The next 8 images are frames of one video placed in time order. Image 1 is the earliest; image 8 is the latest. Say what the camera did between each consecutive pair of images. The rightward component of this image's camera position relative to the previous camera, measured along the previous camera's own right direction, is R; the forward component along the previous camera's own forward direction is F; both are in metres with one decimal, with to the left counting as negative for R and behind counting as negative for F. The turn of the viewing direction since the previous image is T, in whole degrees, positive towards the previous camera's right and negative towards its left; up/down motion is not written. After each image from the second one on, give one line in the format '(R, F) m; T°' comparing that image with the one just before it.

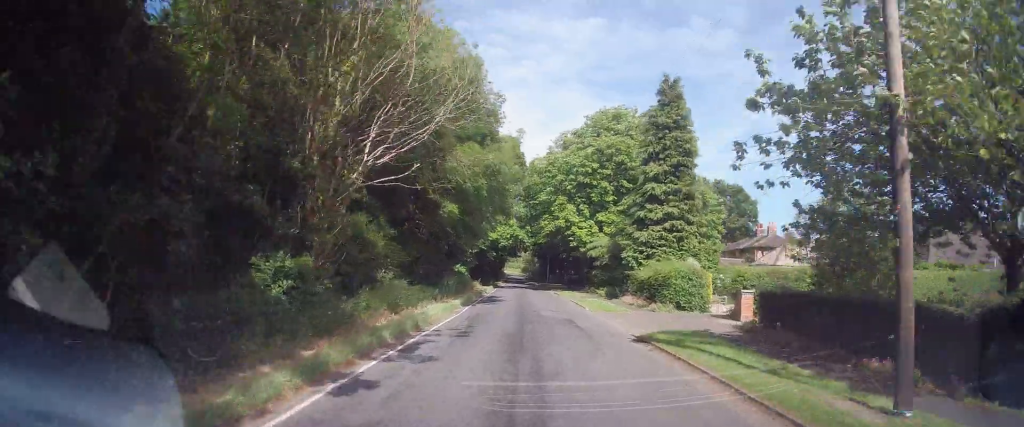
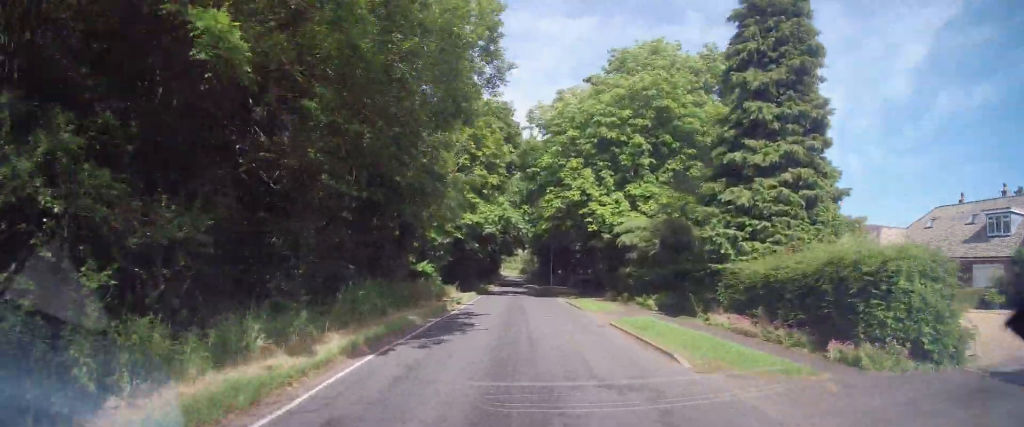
(0.0, +14.8) m; 0°
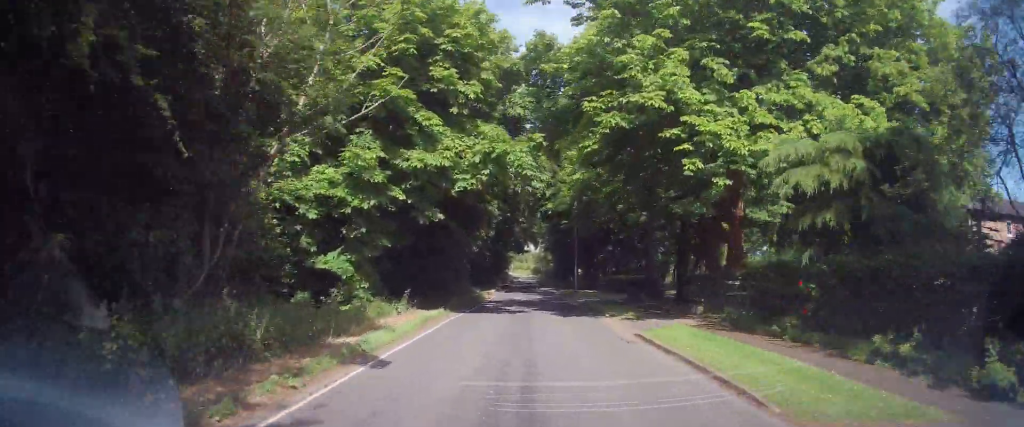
(0.0, +16.8) m; 0°
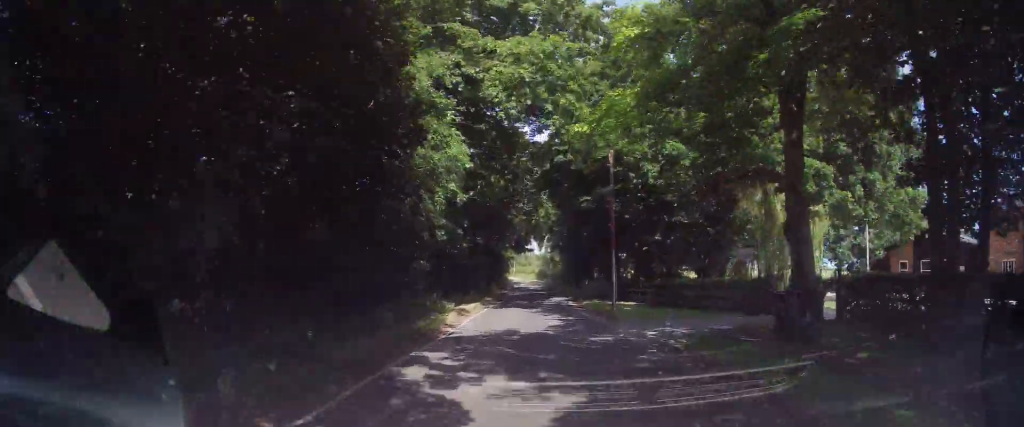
(0.0, +17.1) m; 0°
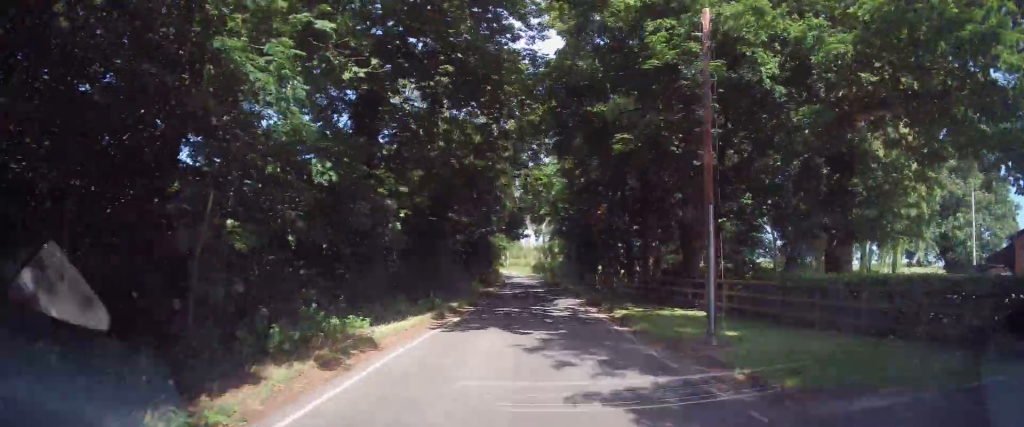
(0.0, +13.7) m; 0°
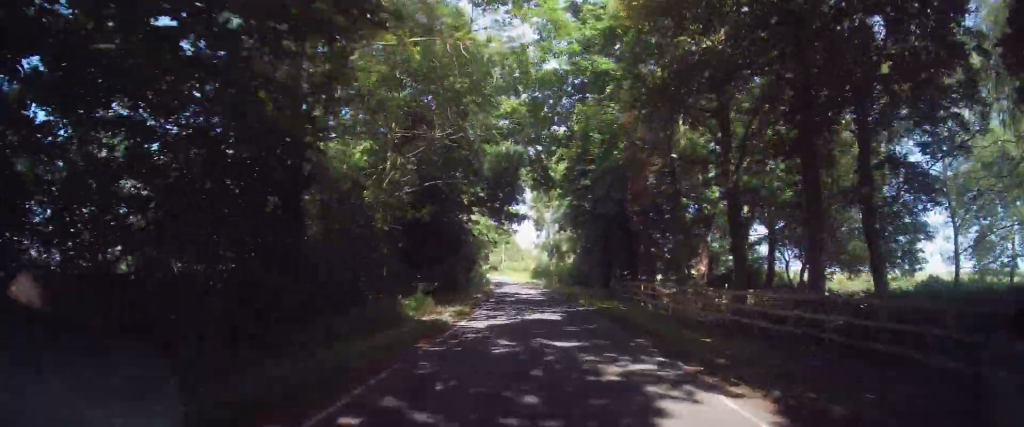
(-0.1, +21.5) m; -2°
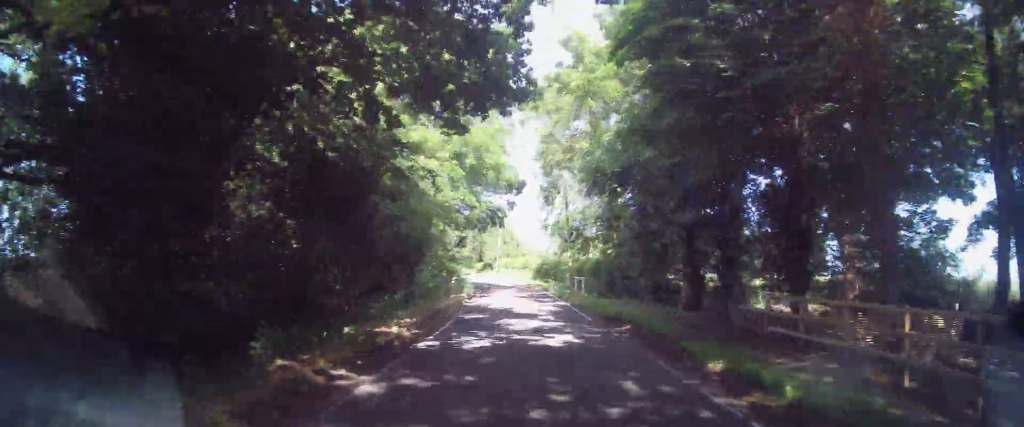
(-0.9, +21.1) m; -4°
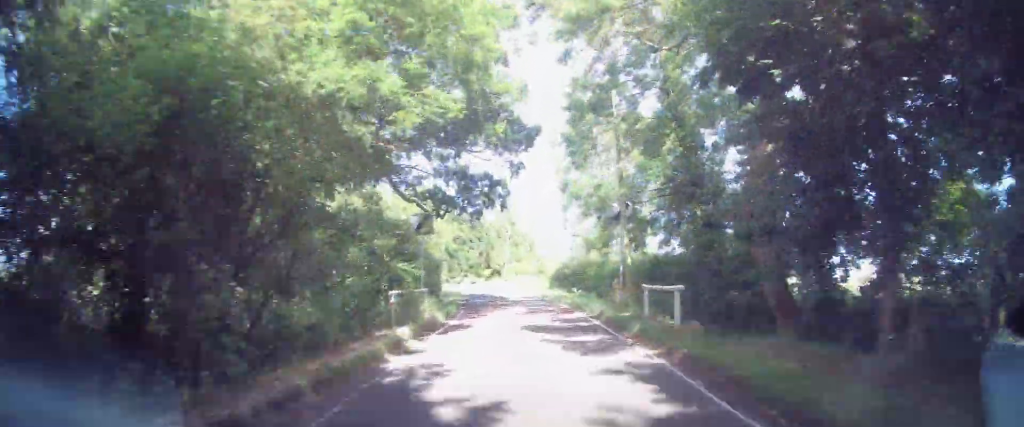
(-0.1, +13.5) m; -1°
